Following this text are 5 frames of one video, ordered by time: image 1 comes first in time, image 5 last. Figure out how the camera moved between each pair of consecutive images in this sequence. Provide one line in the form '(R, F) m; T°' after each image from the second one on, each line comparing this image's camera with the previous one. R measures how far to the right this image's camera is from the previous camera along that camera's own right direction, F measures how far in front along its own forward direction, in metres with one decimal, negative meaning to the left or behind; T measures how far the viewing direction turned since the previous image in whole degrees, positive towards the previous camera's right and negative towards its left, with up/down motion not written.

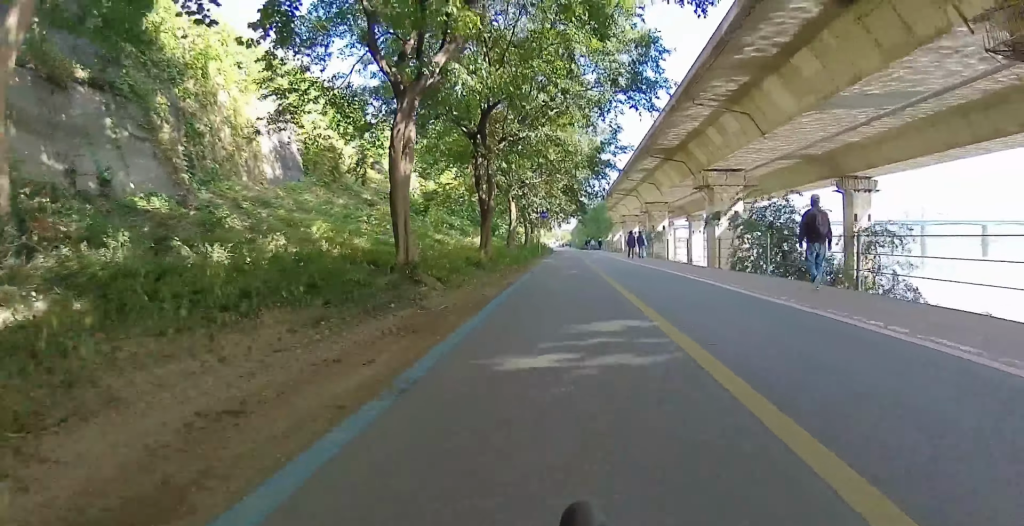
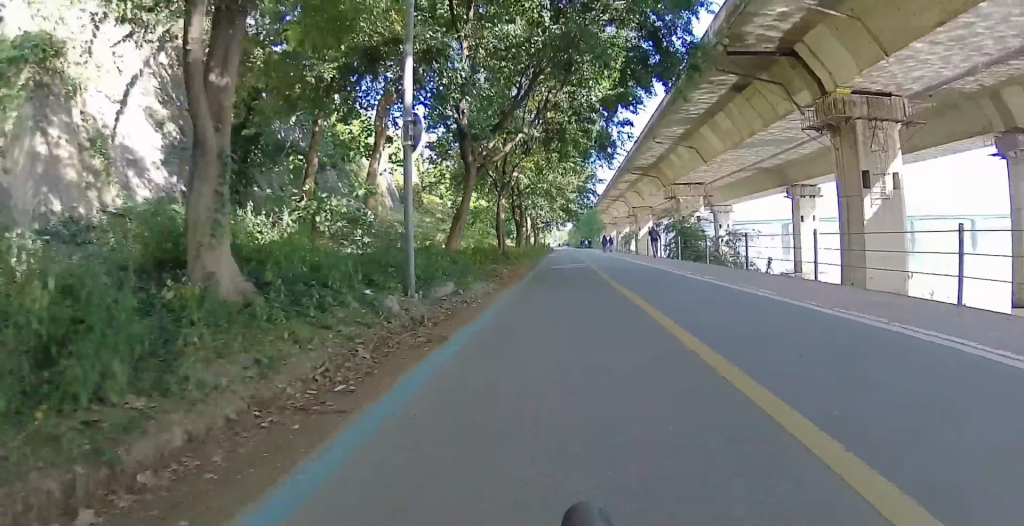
(+0.5, +16.7) m; +3°
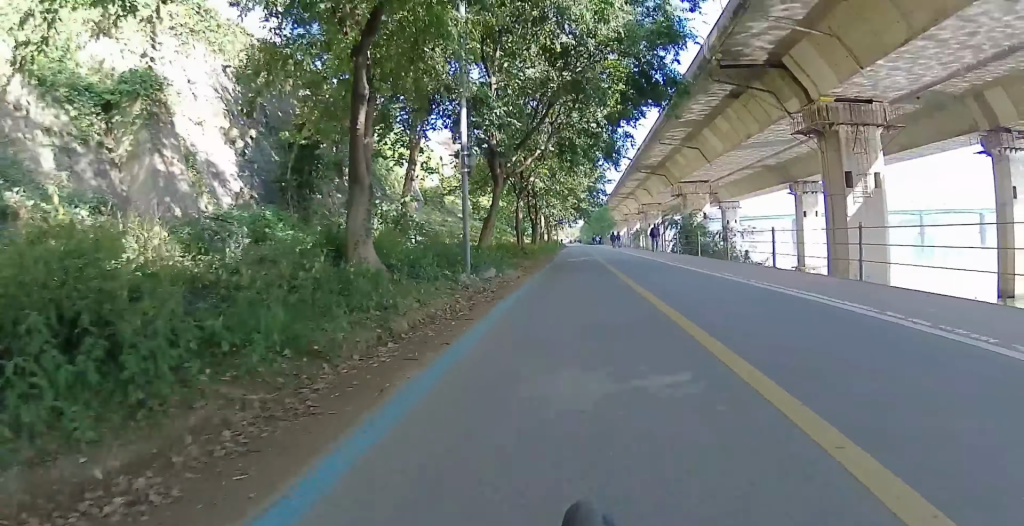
(+0.1, +3.4) m; -1°
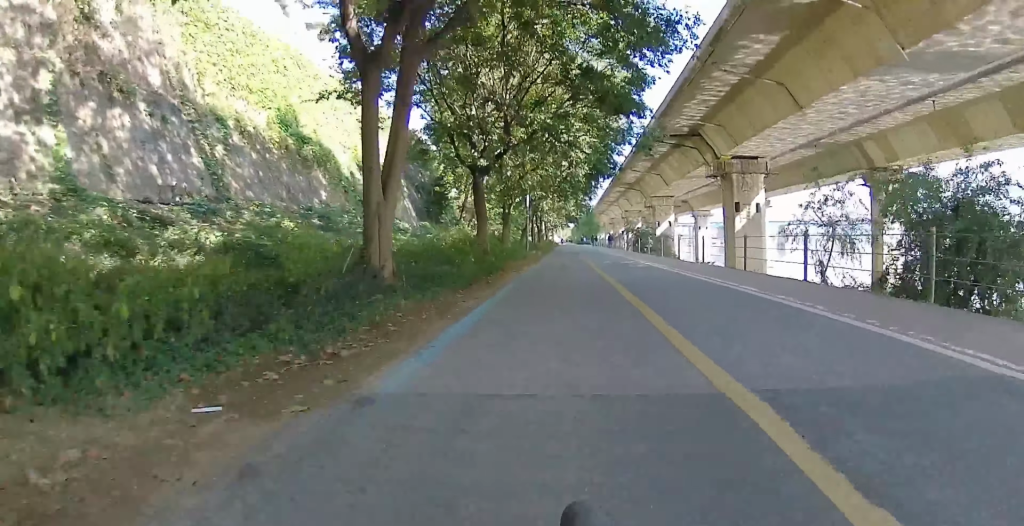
(0.0, +21.7) m; +1°
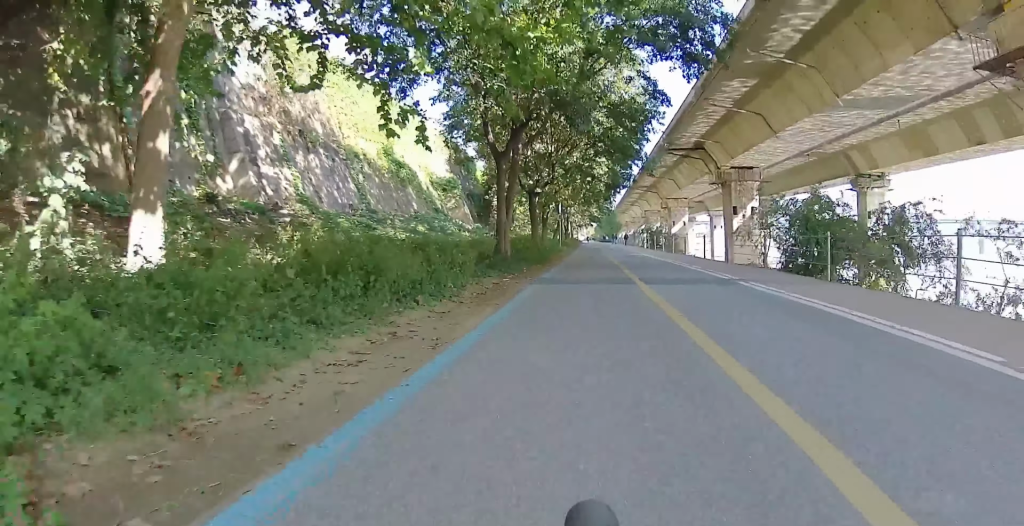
(-0.4, +10.1) m; -3°
